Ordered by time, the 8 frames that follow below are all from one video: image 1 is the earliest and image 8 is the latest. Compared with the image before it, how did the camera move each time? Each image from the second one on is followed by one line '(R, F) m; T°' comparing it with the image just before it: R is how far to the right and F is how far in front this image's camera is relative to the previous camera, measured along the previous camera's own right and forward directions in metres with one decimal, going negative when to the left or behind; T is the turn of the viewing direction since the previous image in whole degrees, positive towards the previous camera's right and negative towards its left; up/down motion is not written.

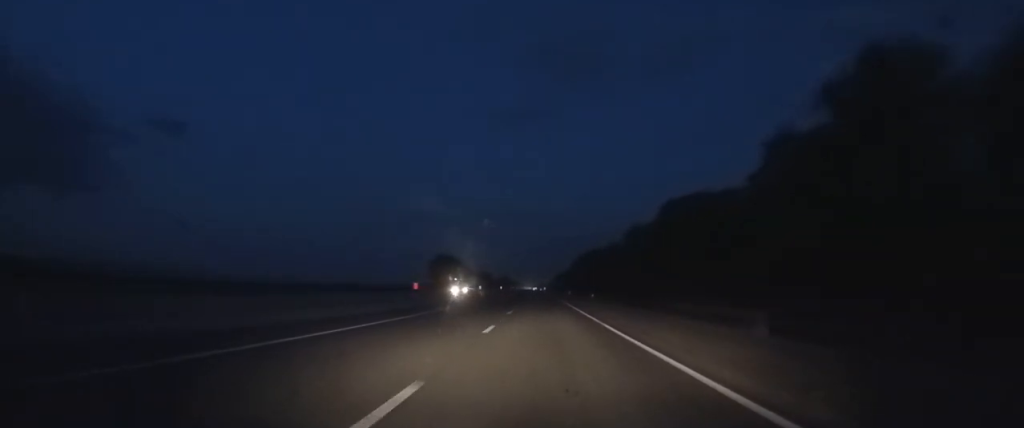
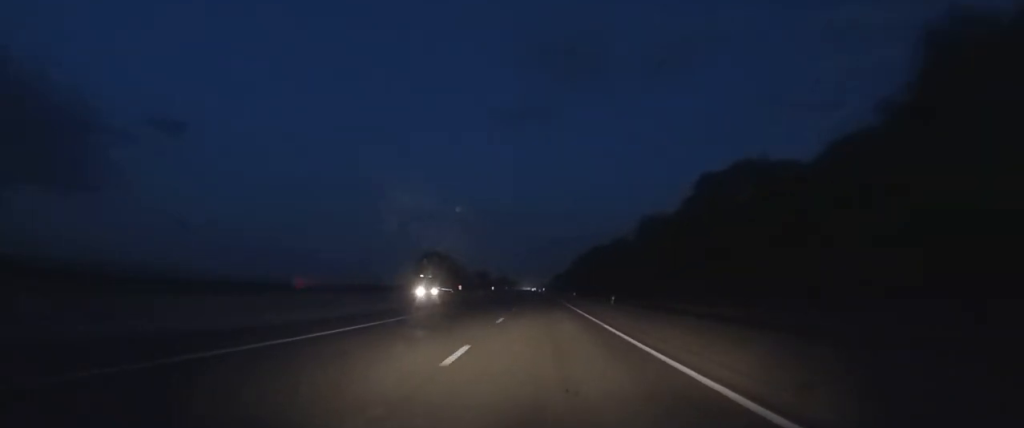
(0.0, +15.2) m; 0°
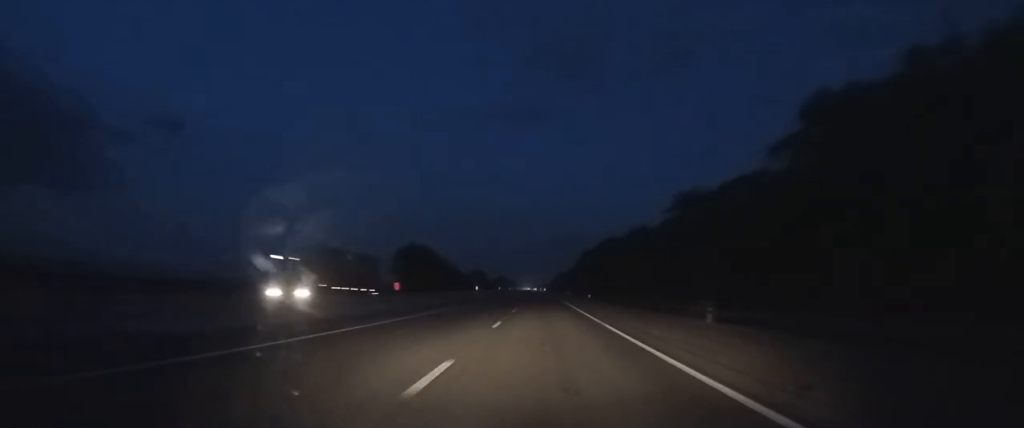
(0.0, +22.9) m; 0°
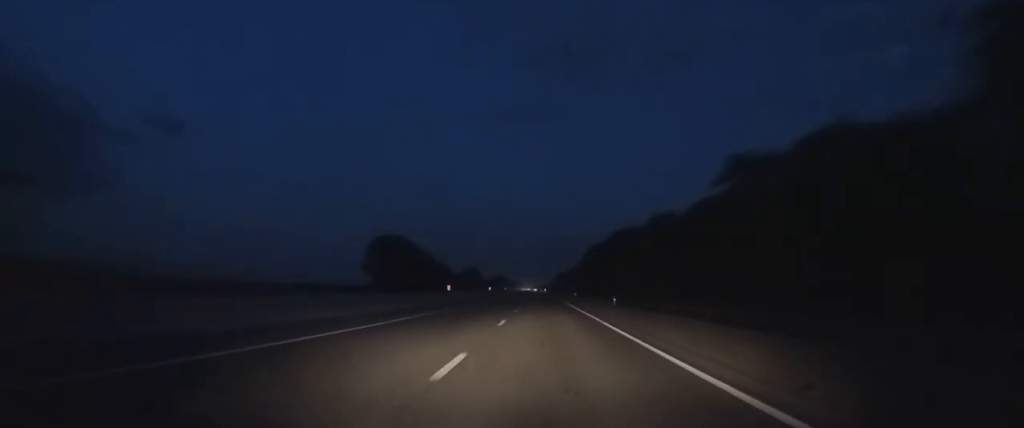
(0.0, +22.9) m; 0°
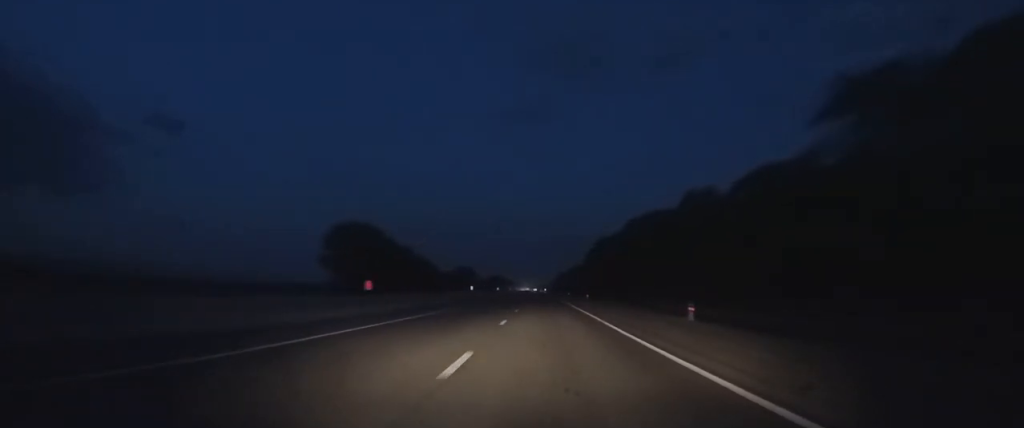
(0.0, +27.0) m; 0°
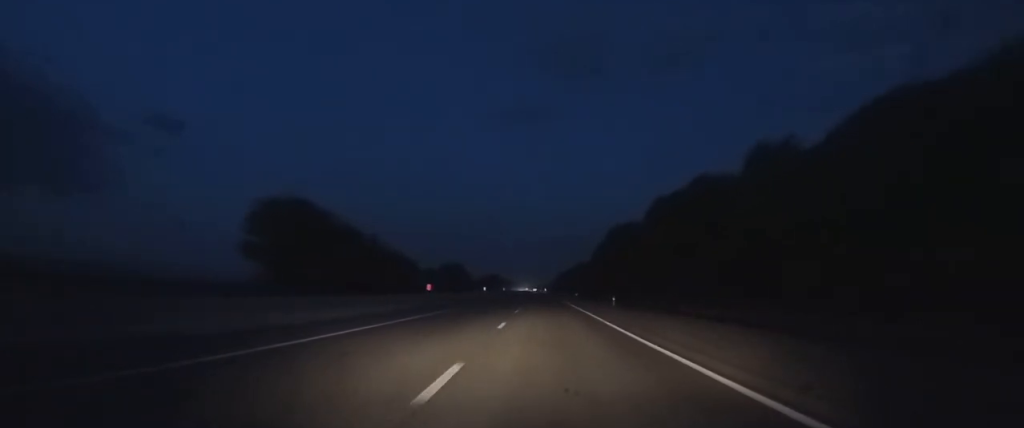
(0.0, +27.6) m; 0°
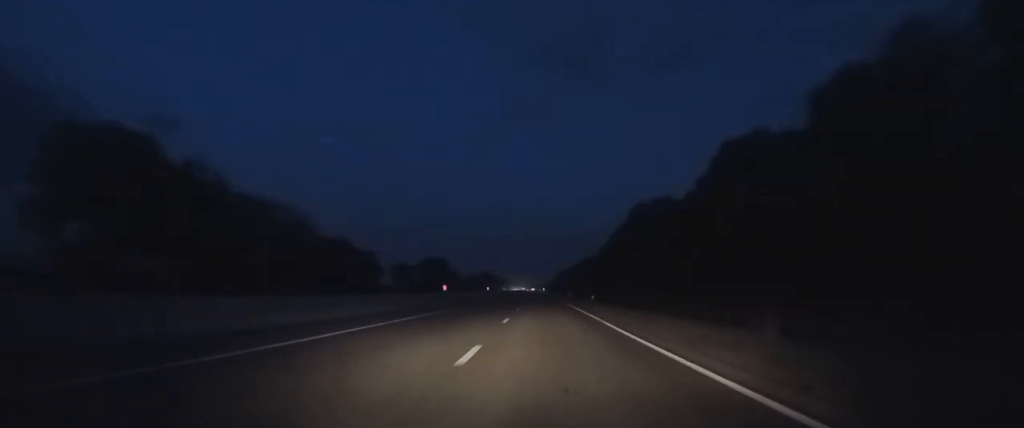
(0.0, +30.6) m; 0°
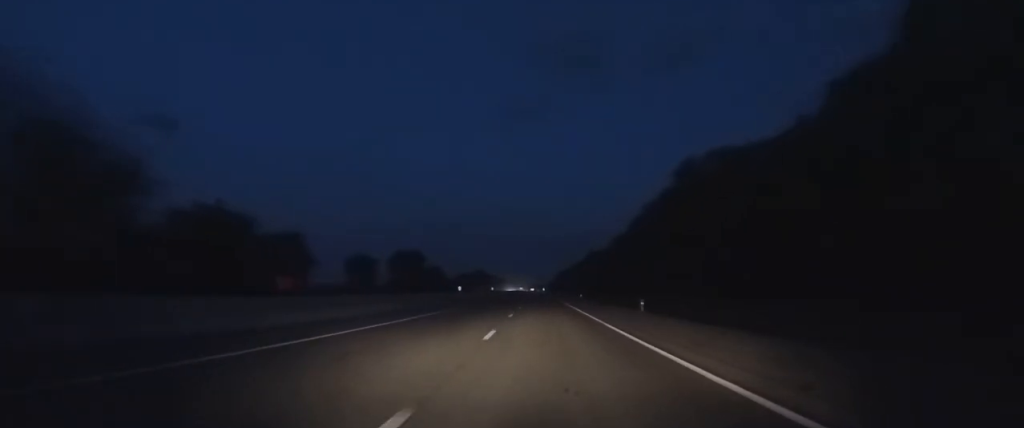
(0.0, +26.5) m; 0°
